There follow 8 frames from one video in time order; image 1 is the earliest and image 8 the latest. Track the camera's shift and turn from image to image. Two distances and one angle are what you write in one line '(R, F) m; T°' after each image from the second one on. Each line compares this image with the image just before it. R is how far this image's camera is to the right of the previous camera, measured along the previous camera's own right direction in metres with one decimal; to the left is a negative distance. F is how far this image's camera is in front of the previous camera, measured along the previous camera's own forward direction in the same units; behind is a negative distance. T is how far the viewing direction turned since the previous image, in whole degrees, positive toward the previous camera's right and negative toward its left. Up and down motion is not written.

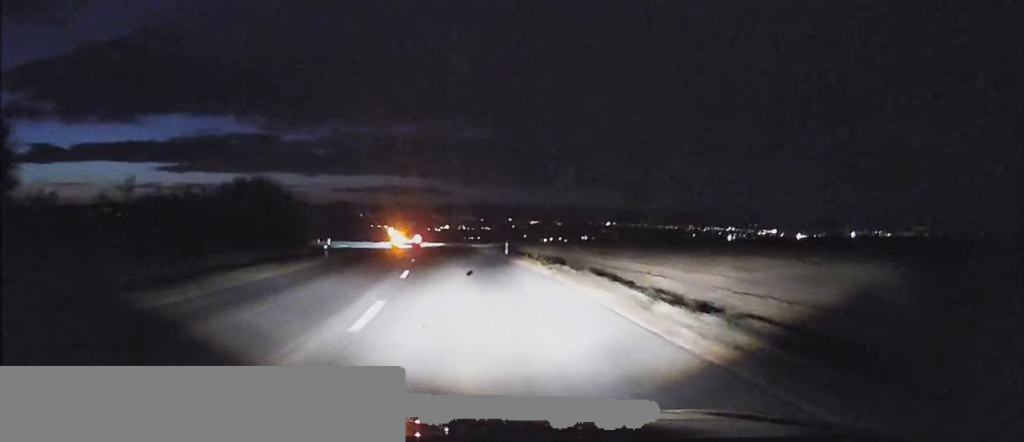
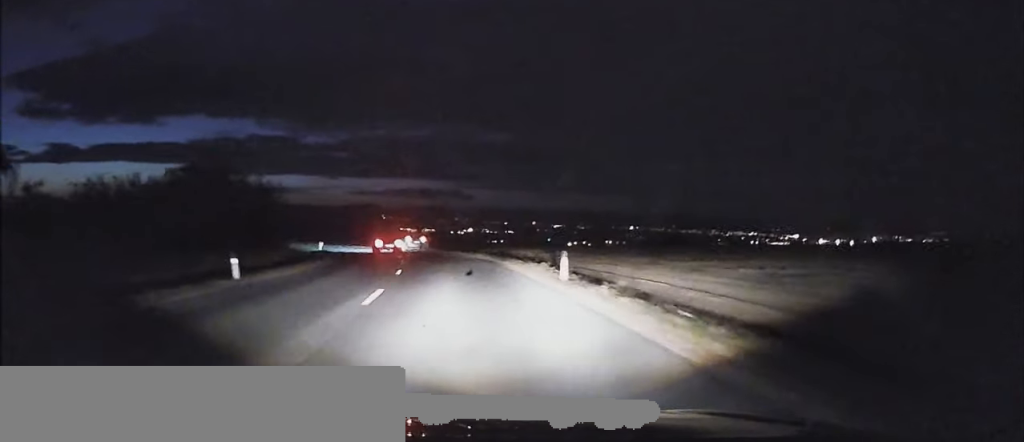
(-0.4, +15.2) m; -3°
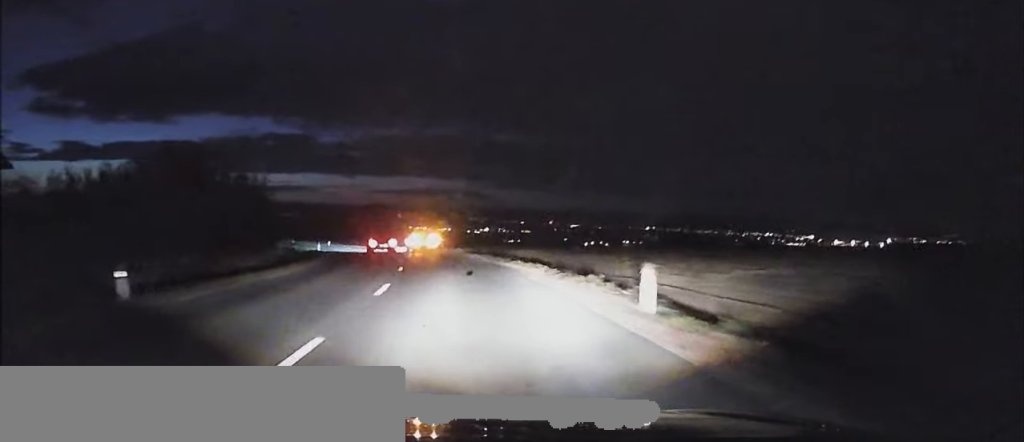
(+0.1, +7.4) m; -1°
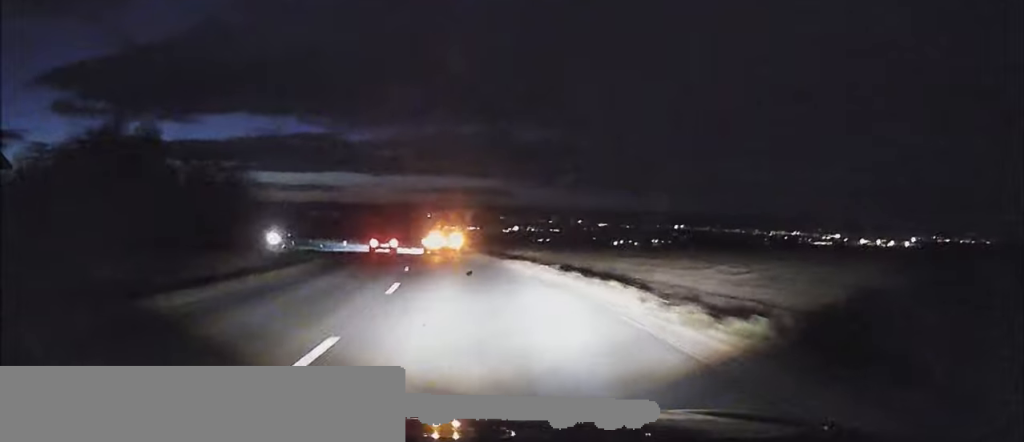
(-0.3, +9.0) m; -2°
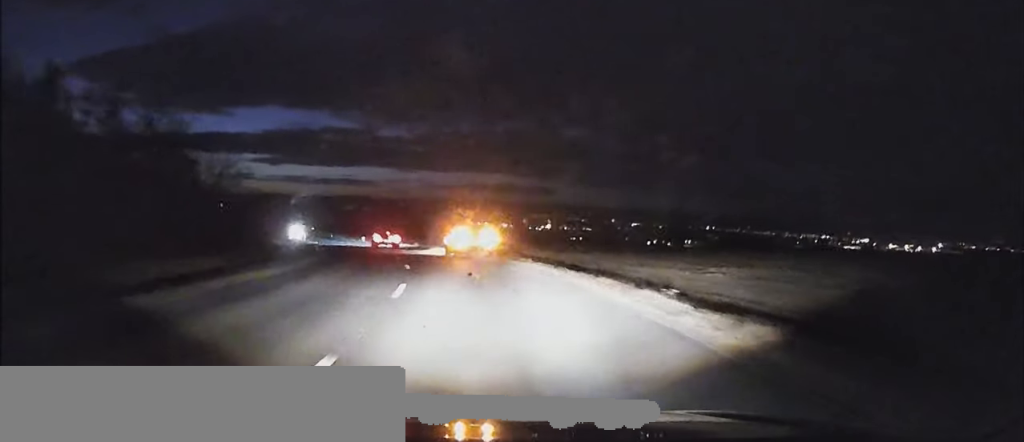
(-0.3, +10.5) m; -2°
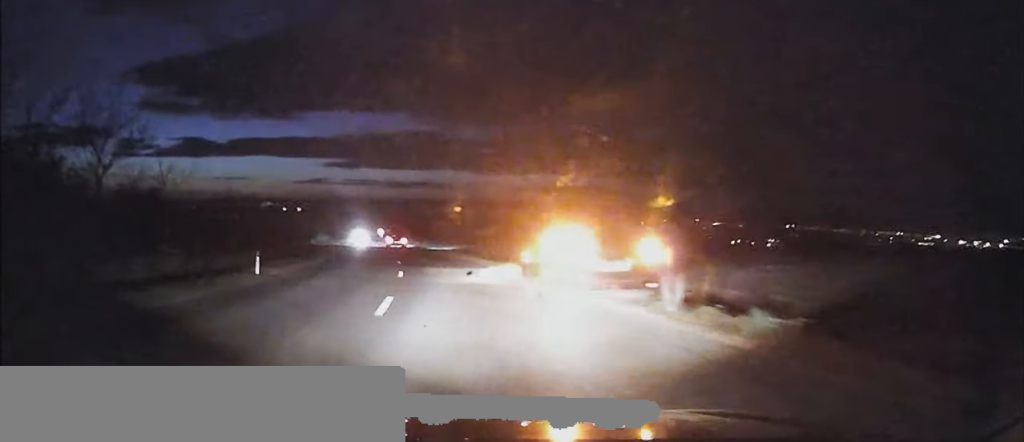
(-0.8, +23.6) m; -8°
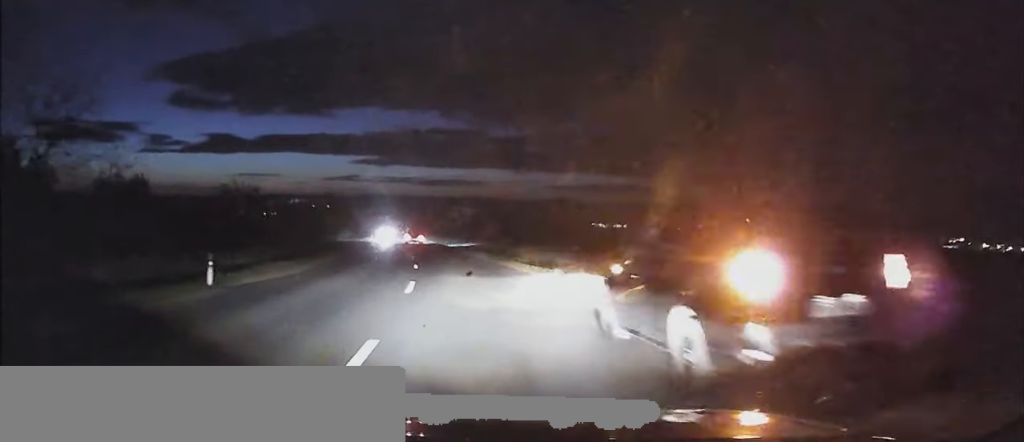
(-0.3, +5.5) m; -4°
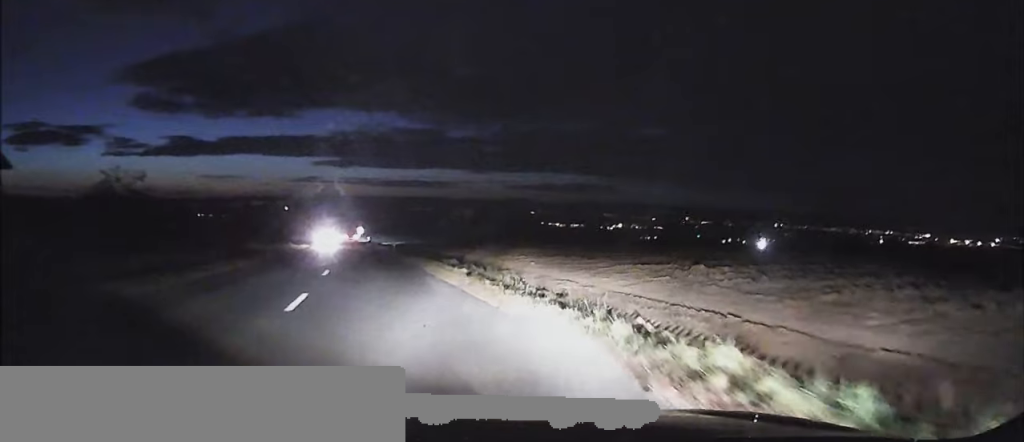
(-0.1, +11.7) m; 0°
